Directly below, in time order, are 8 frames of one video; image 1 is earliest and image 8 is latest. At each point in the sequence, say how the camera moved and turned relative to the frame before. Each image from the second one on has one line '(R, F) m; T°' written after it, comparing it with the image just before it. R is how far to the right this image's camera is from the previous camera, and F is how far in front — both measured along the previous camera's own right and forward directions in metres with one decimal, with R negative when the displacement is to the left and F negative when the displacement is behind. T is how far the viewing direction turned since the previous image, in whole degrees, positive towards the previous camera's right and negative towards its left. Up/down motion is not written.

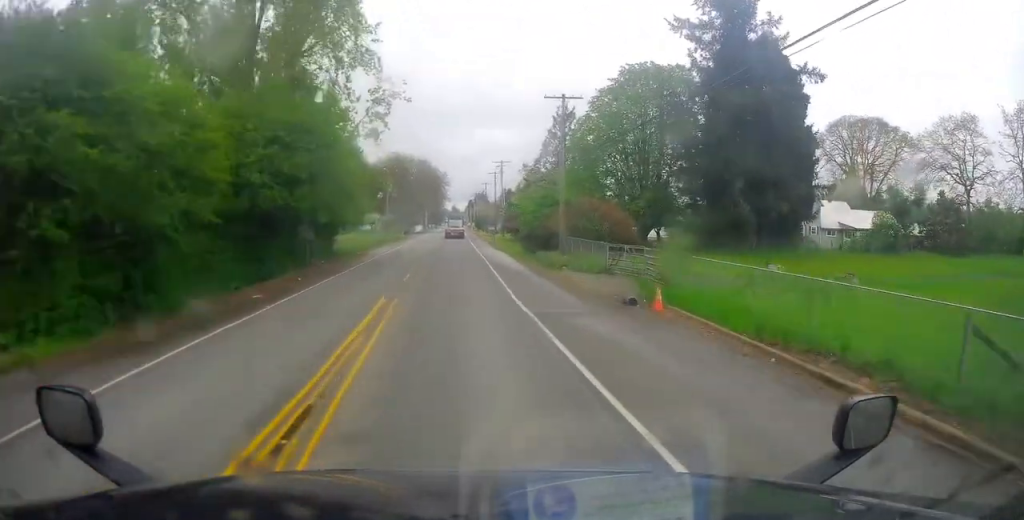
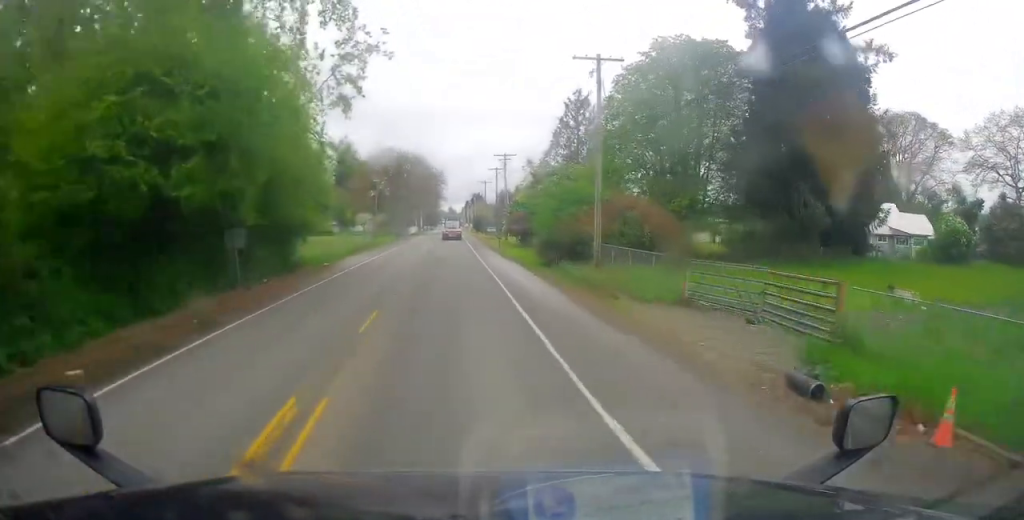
(+0.1, +9.8) m; +1°
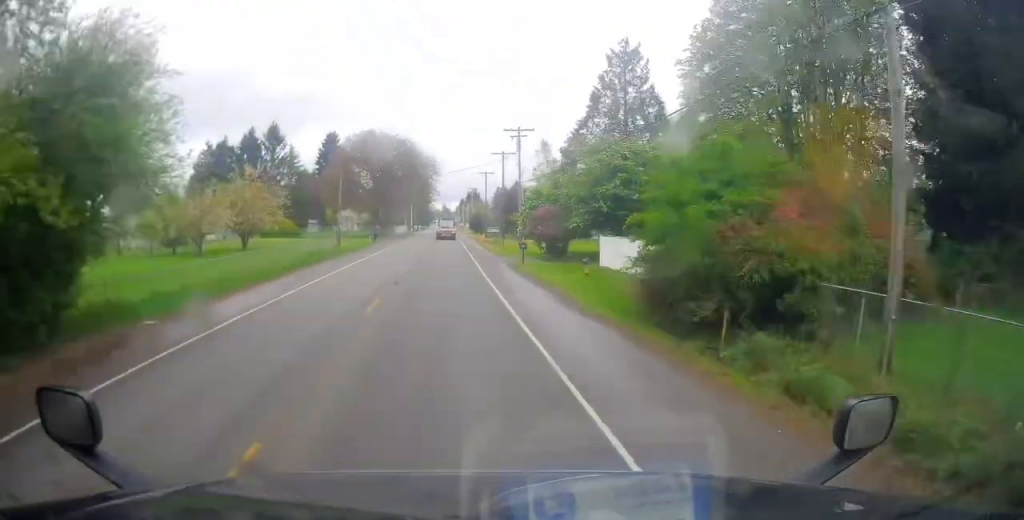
(0.0, +20.3) m; +2°
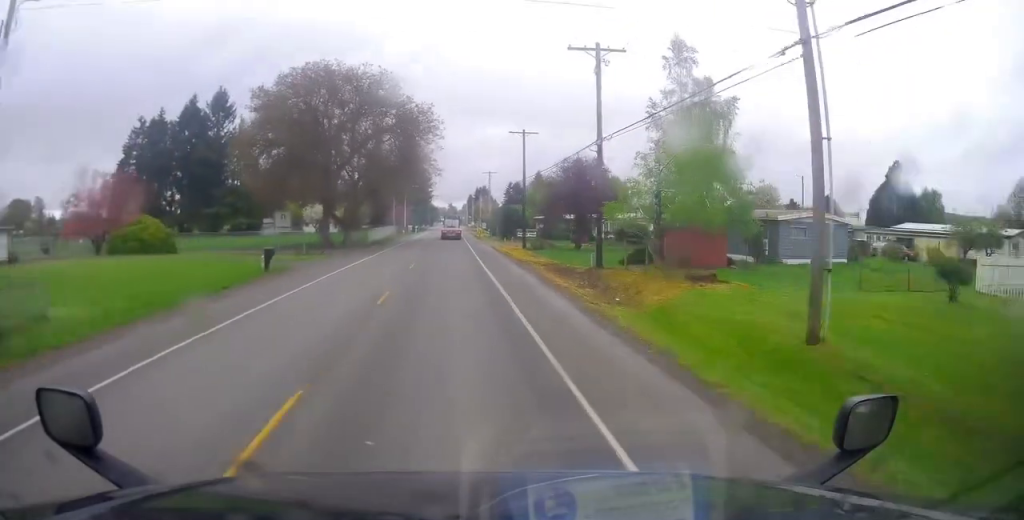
(+0.6, +45.0) m; -1°
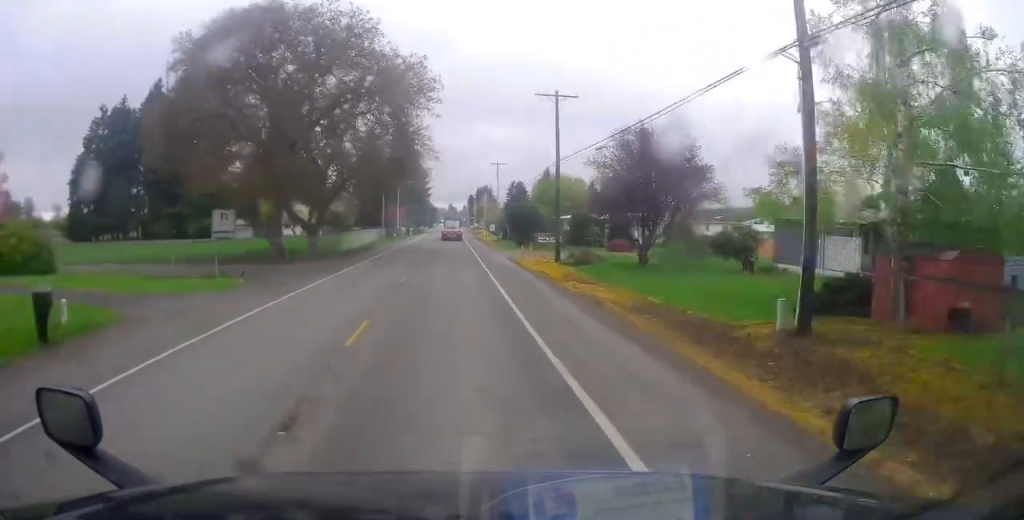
(-0.2, +17.5) m; 0°
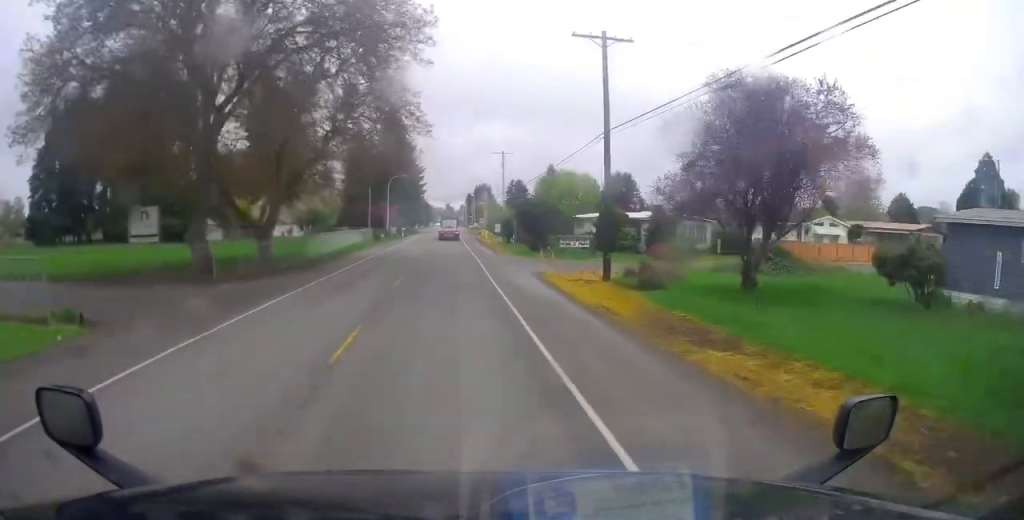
(+0.3, +13.1) m; -1°
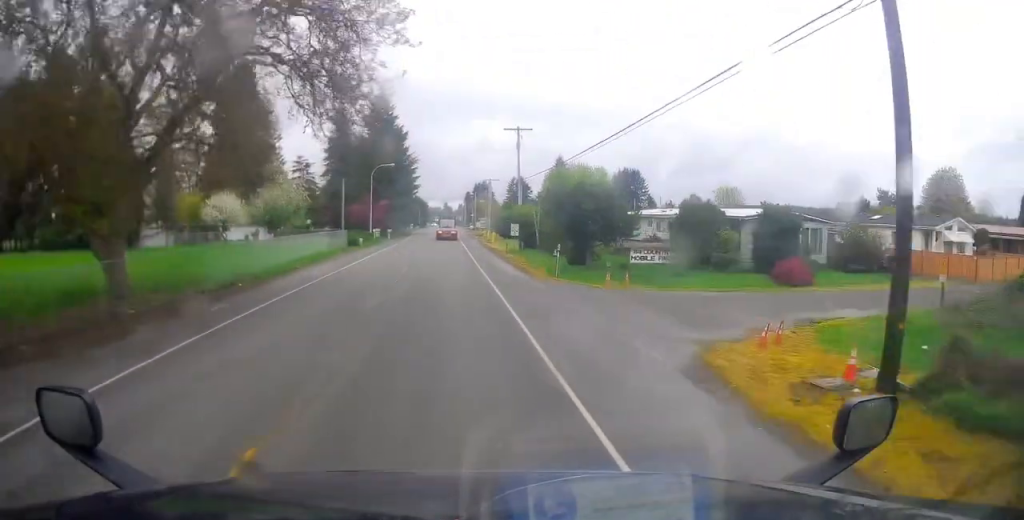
(-0.8, +18.9) m; 0°
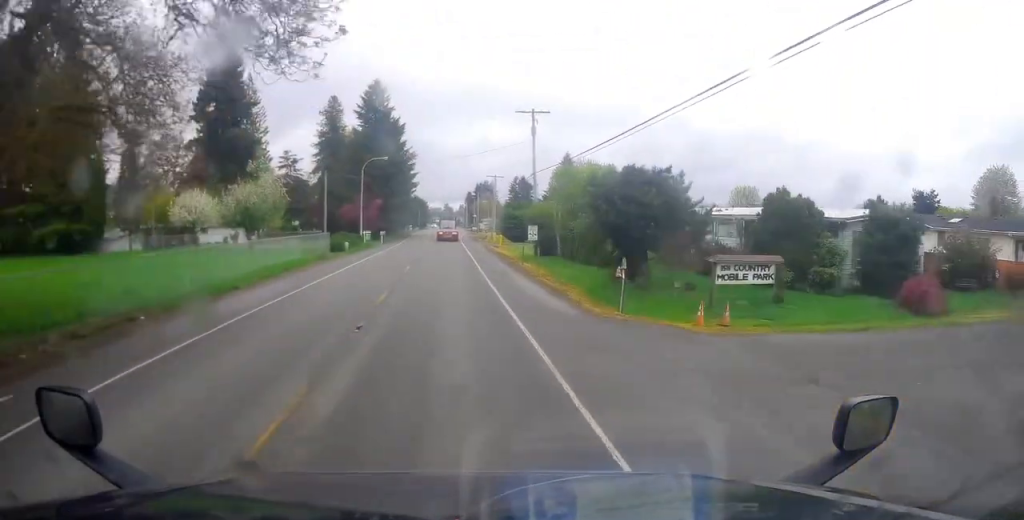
(+0.3, +9.3) m; +2°
